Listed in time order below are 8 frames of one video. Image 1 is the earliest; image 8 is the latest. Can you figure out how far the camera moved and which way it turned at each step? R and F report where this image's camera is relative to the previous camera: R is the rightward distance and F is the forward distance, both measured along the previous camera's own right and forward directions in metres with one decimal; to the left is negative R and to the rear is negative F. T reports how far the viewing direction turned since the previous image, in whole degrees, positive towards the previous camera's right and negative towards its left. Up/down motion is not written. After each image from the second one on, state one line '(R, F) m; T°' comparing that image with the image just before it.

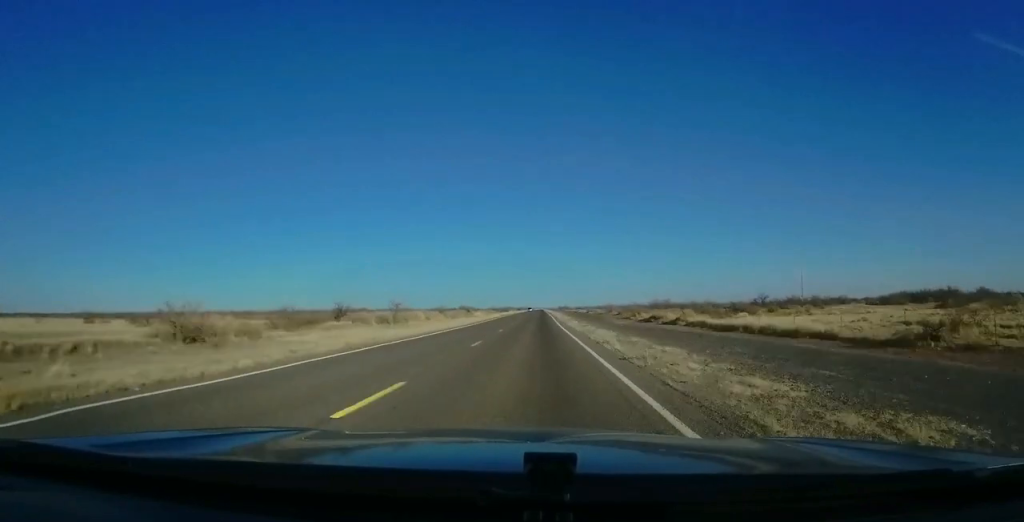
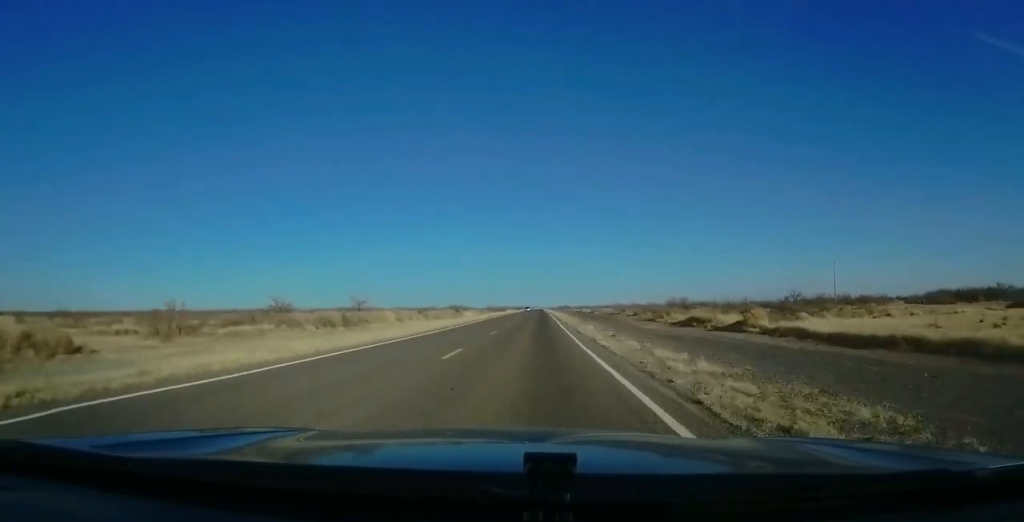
(-0.3, +16.8) m; 0°
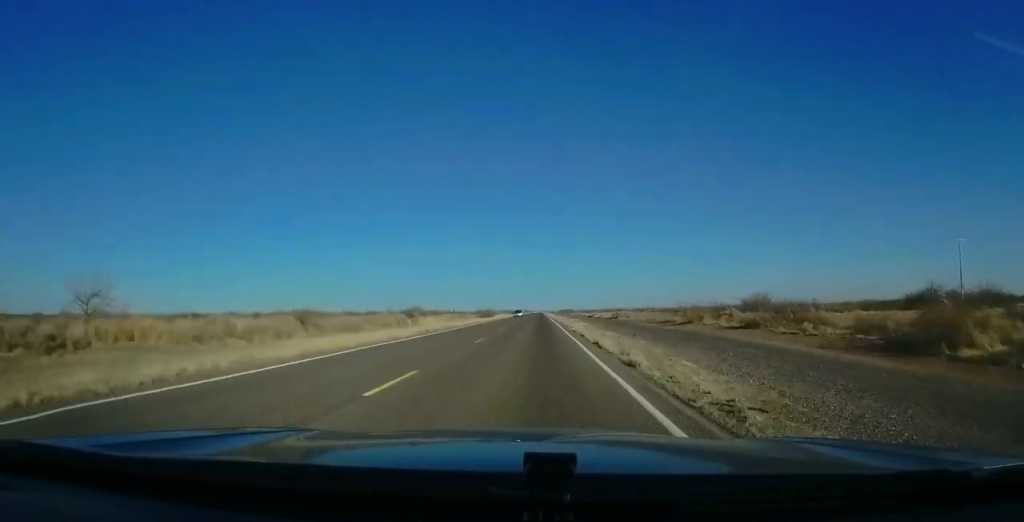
(-0.3, +42.5) m; 0°
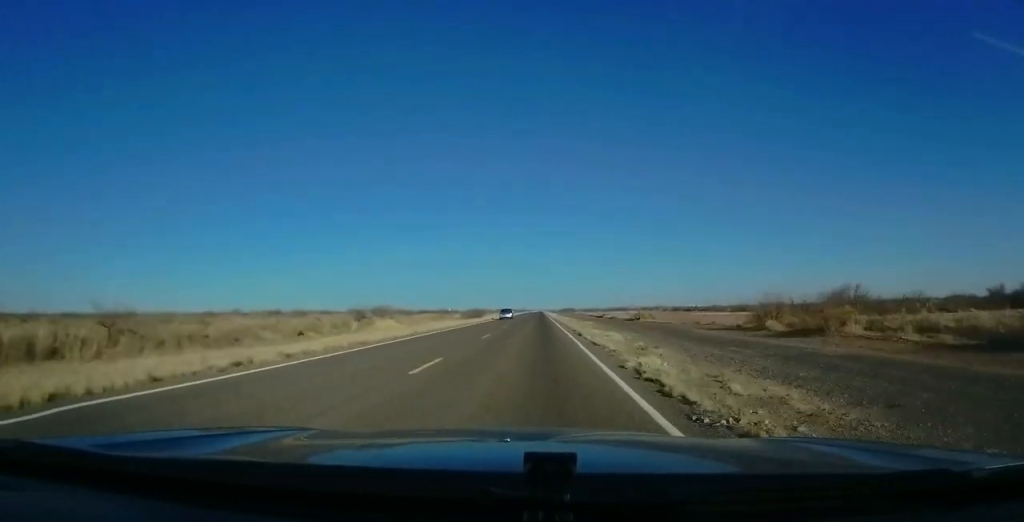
(-0.1, +21.8) m; 0°
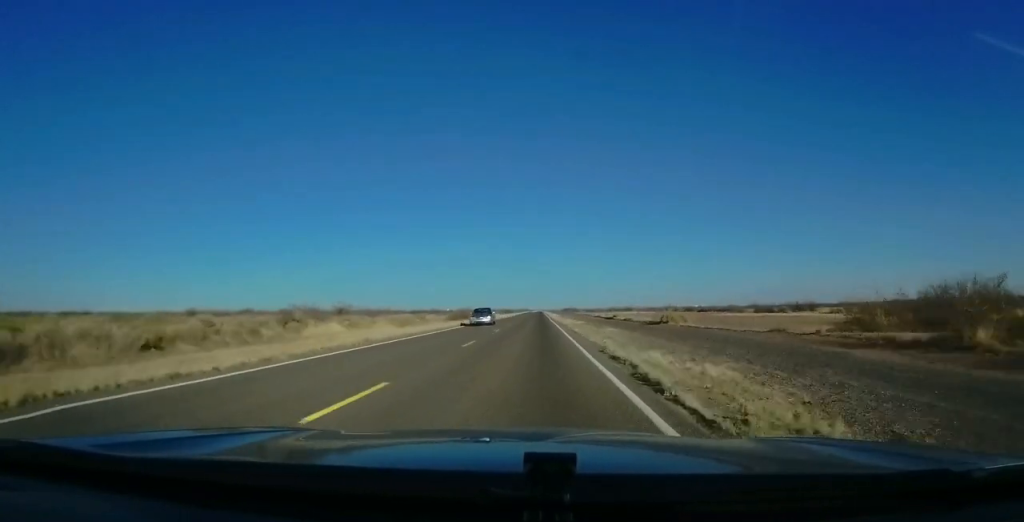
(0.0, +16.9) m; 0°
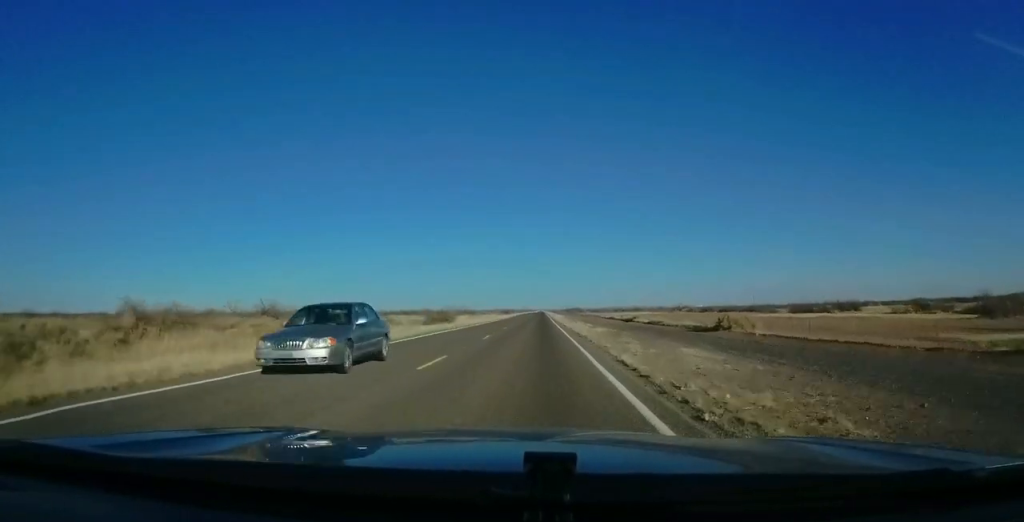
(0.0, +18.9) m; 0°
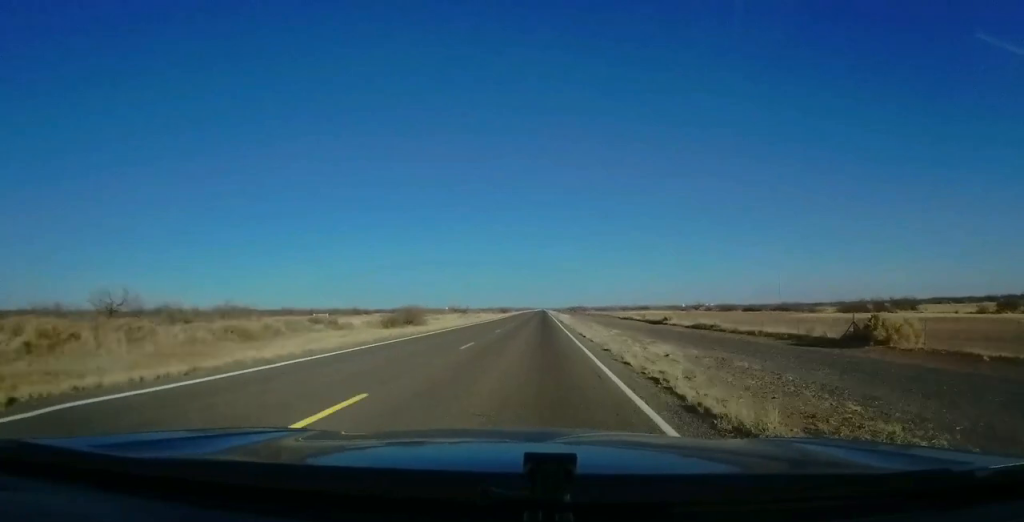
(0.0, +18.9) m; +1°
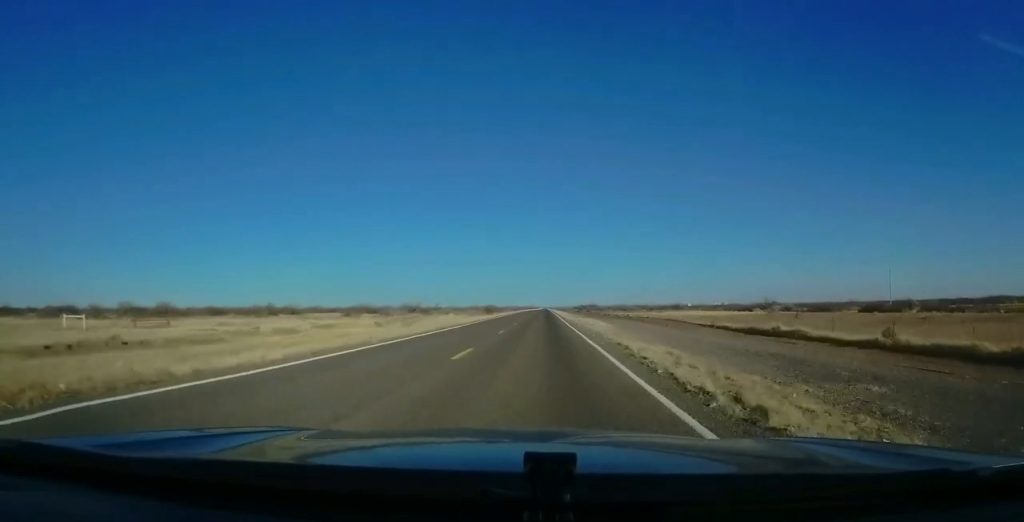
(+0.3, +52.6) m; 0°
